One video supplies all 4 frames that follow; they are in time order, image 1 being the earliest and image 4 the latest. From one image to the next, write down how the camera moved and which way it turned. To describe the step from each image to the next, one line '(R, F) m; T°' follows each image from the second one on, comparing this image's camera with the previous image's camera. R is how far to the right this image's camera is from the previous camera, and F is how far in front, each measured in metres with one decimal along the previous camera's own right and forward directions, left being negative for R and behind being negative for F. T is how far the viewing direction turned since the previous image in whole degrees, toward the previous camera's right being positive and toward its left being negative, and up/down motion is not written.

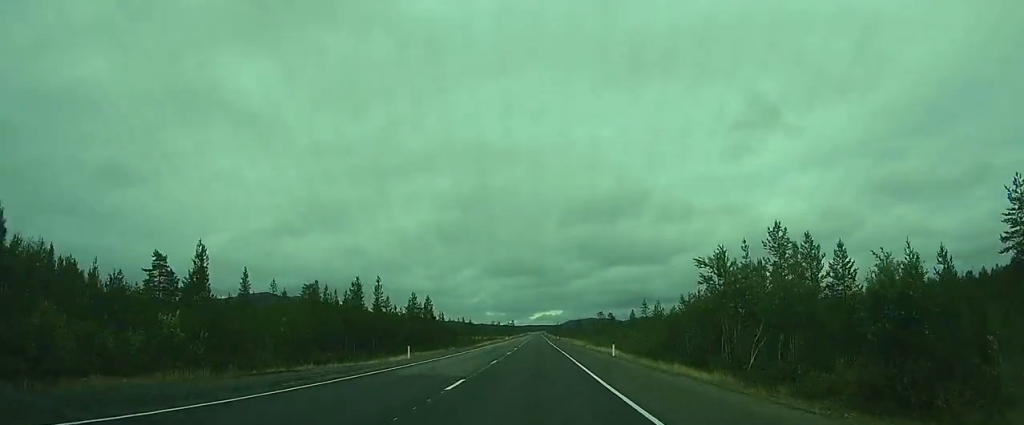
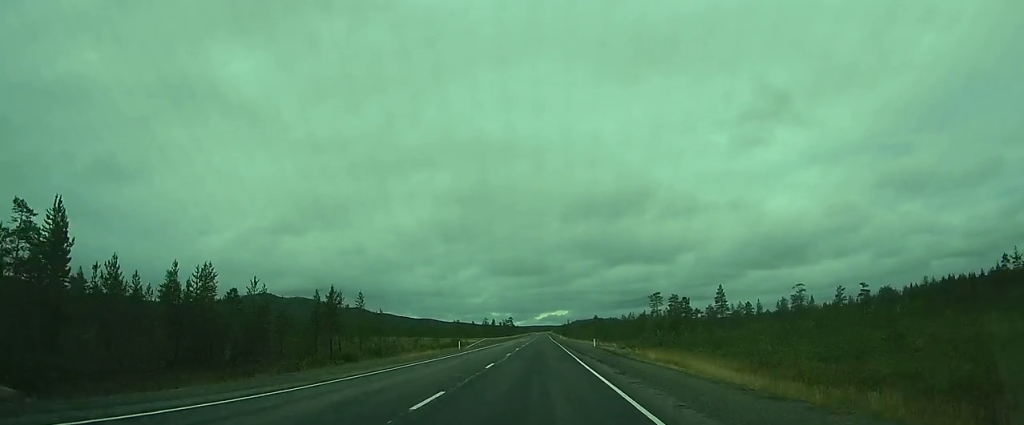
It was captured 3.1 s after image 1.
(0.0, +89.7) m; -1°
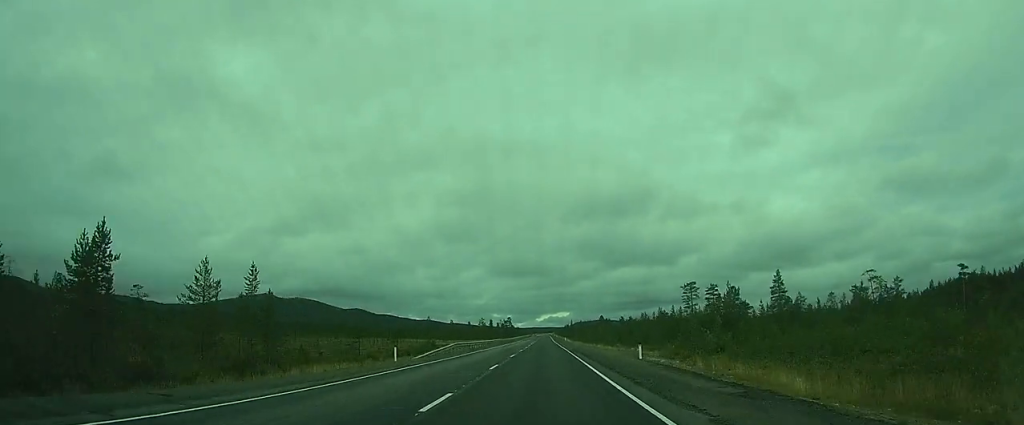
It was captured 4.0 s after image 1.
(-0.2, +24.1) m; 0°
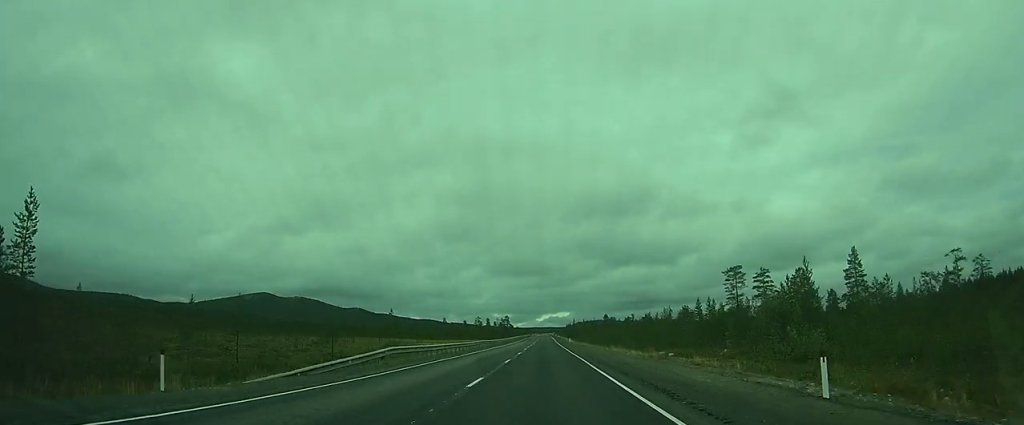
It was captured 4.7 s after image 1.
(-0.1, +19.4) m; 0°
